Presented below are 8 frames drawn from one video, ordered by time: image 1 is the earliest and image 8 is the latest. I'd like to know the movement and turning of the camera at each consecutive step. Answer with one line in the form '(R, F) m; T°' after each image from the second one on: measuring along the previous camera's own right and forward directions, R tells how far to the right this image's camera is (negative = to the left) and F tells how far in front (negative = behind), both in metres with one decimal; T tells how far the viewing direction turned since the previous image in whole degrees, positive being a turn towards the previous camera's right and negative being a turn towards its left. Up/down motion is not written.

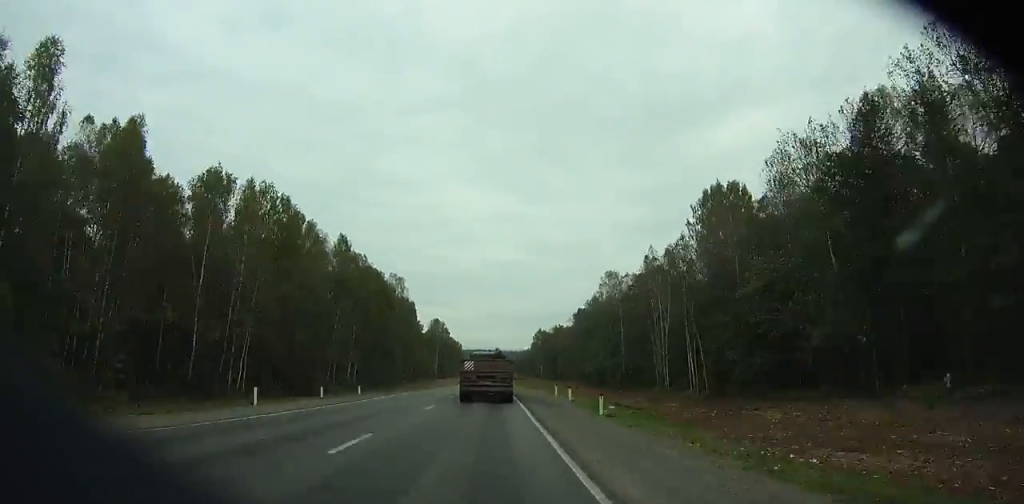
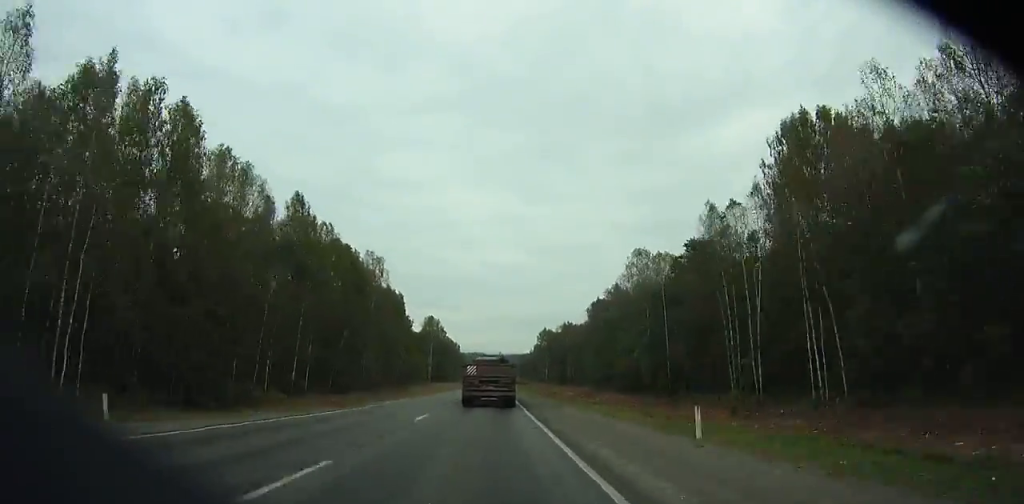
(-0.2, +27.7) m; 0°
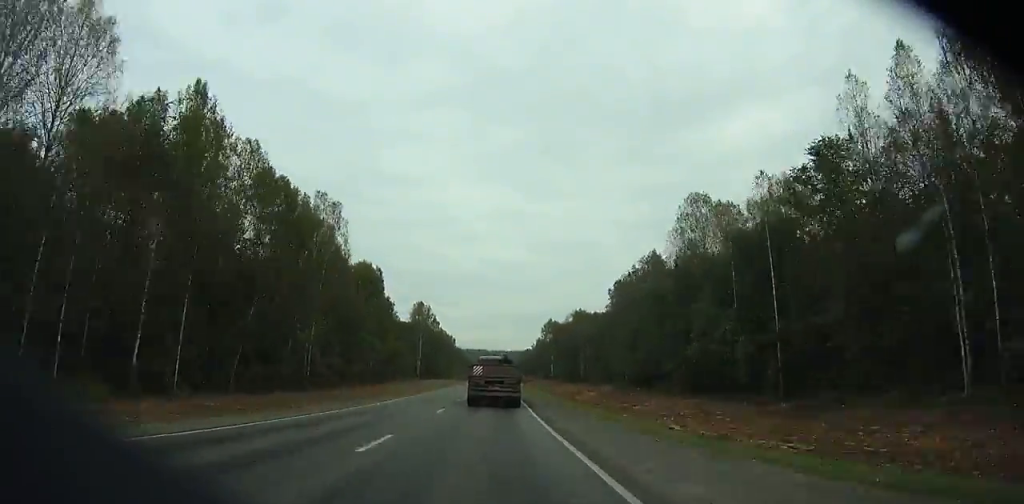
(-0.3, +31.9) m; 0°
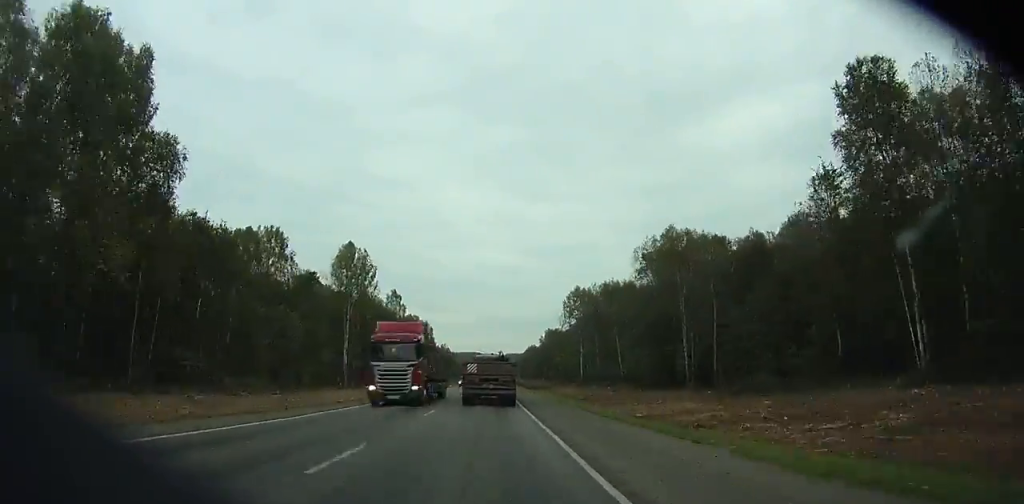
(+1.4, +96.6) m; +1°
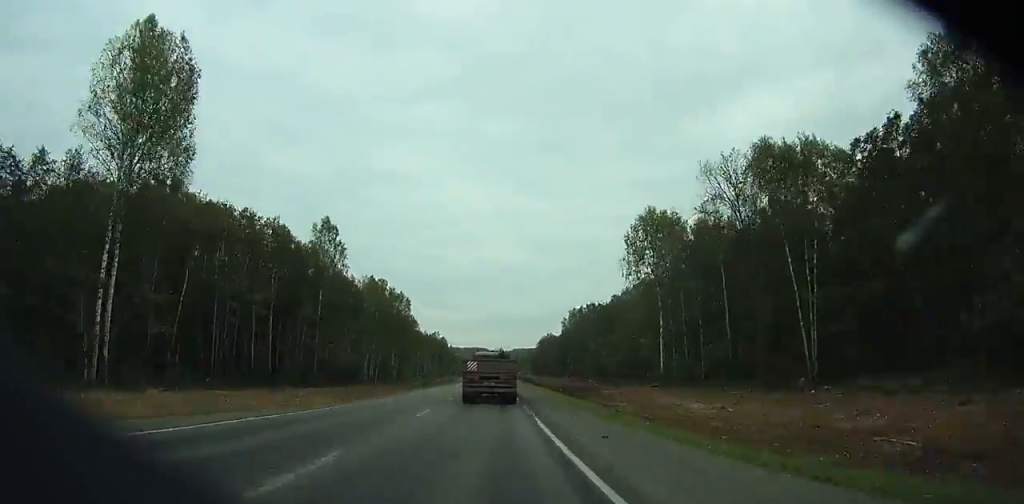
(-0.2, +73.1) m; 0°
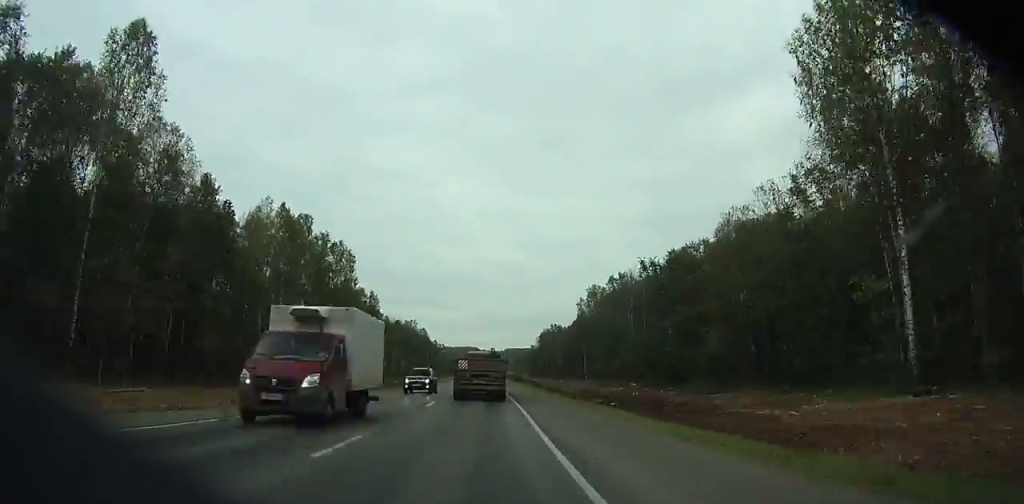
(-0.1, +55.8) m; 0°
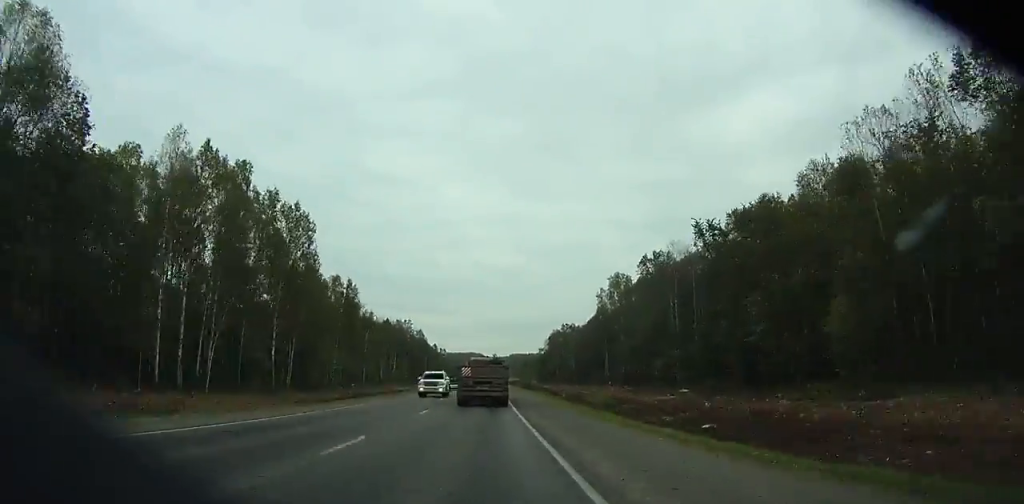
(0.0, +25.7) m; 0°
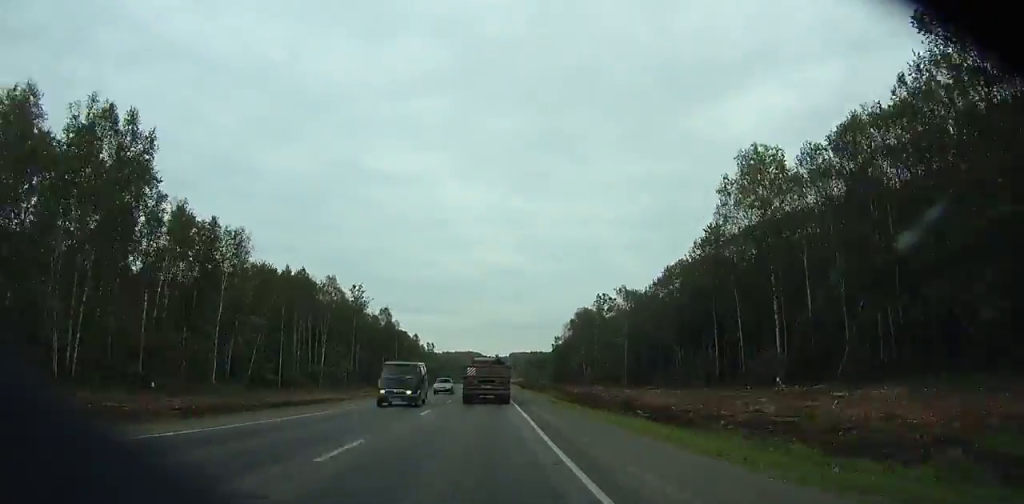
(+0.1, +72.9) m; 0°
